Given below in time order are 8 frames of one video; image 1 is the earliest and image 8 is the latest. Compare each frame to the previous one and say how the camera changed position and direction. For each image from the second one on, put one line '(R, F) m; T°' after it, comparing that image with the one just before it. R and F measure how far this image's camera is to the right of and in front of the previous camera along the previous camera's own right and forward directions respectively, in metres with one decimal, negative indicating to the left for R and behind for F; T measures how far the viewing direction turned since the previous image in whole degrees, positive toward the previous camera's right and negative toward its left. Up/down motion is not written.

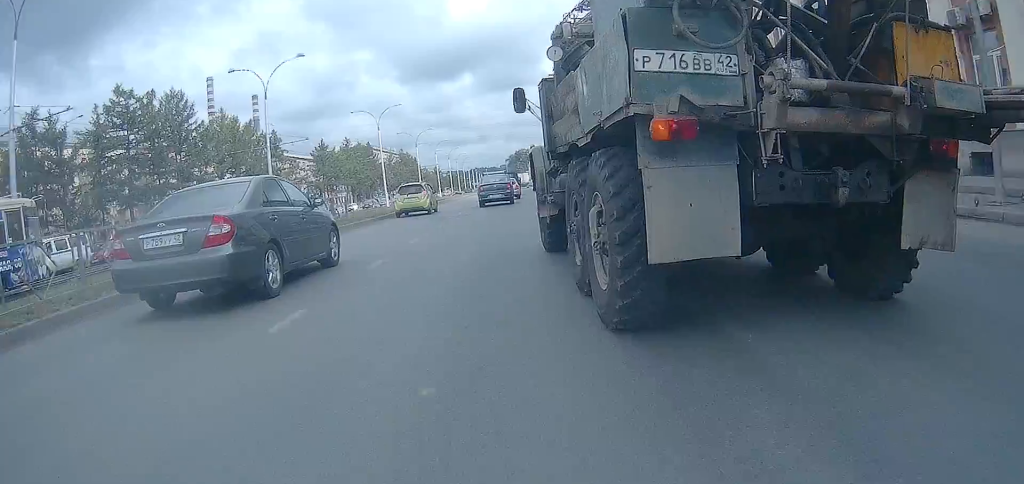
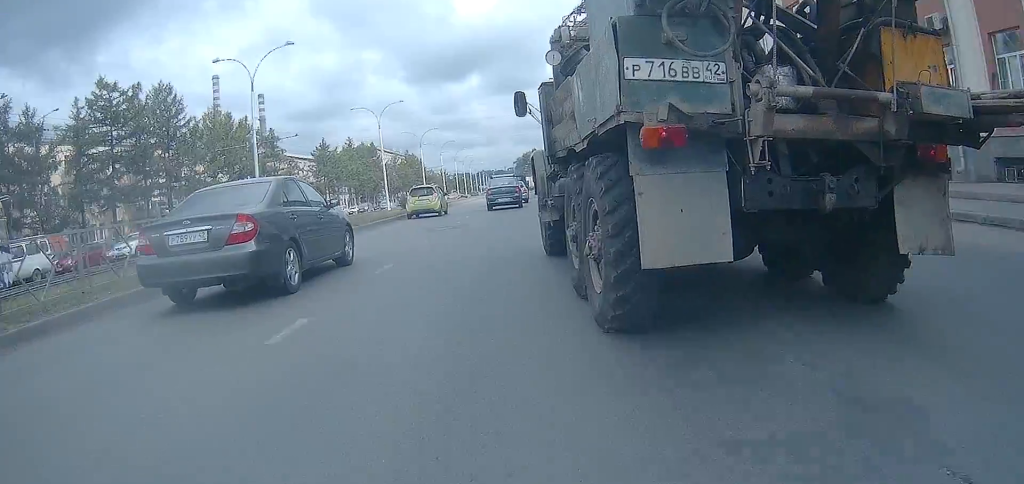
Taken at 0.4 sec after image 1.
(0.0, +4.4) m; -1°
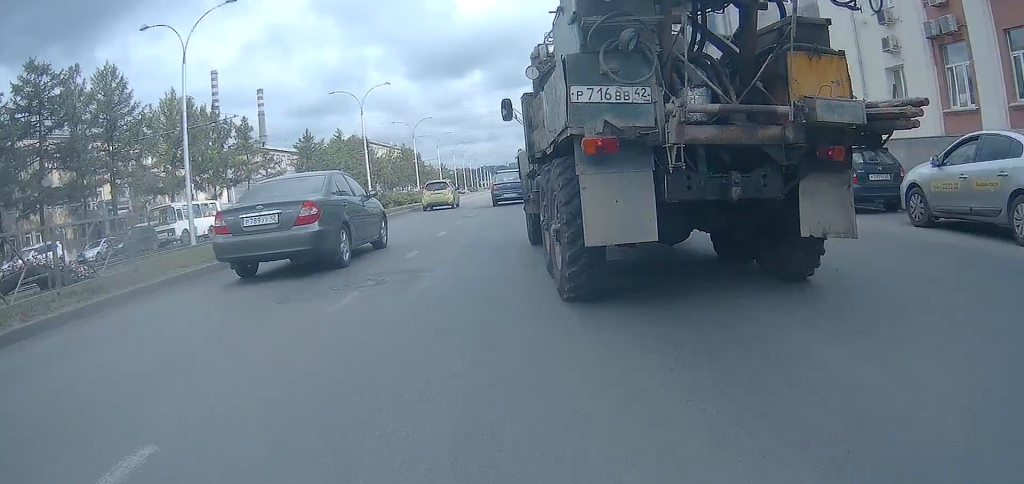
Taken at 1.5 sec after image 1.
(-0.3, +11.4) m; -3°
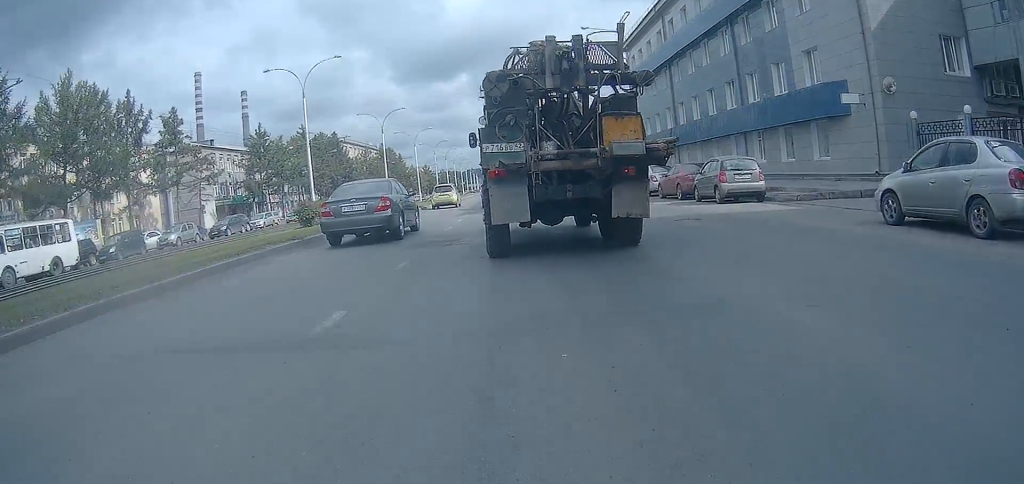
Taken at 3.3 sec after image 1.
(-0.2, +17.7) m; 0°
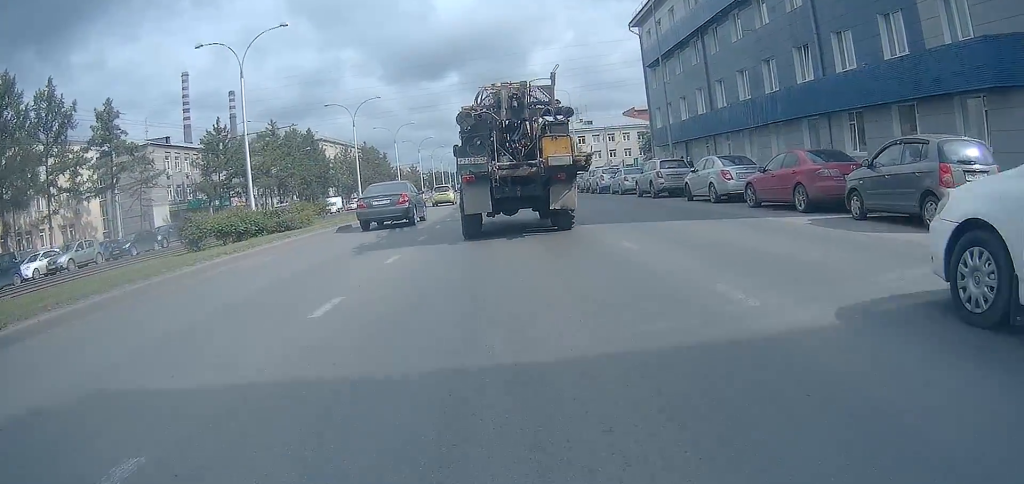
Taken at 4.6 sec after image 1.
(-0.1, +12.3) m; 0°
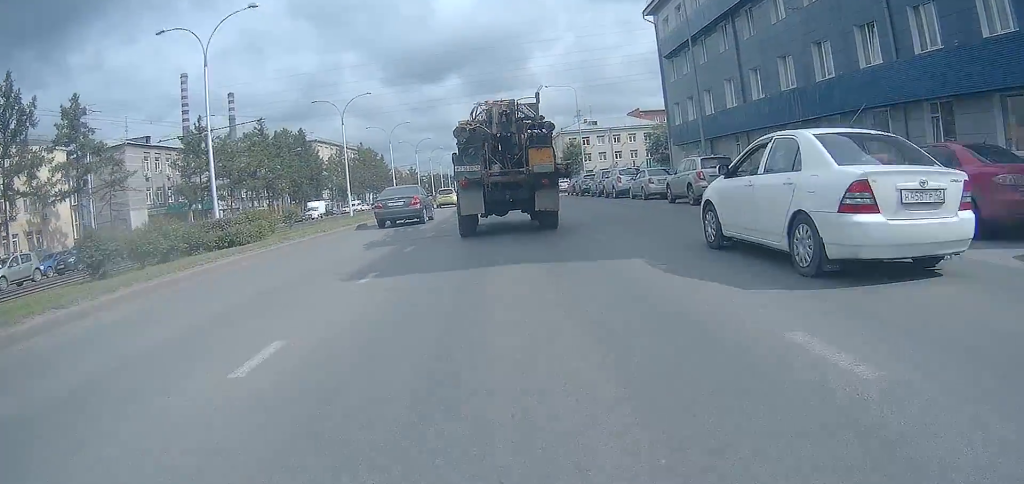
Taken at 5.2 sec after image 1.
(+0.1, +6.4) m; +1°
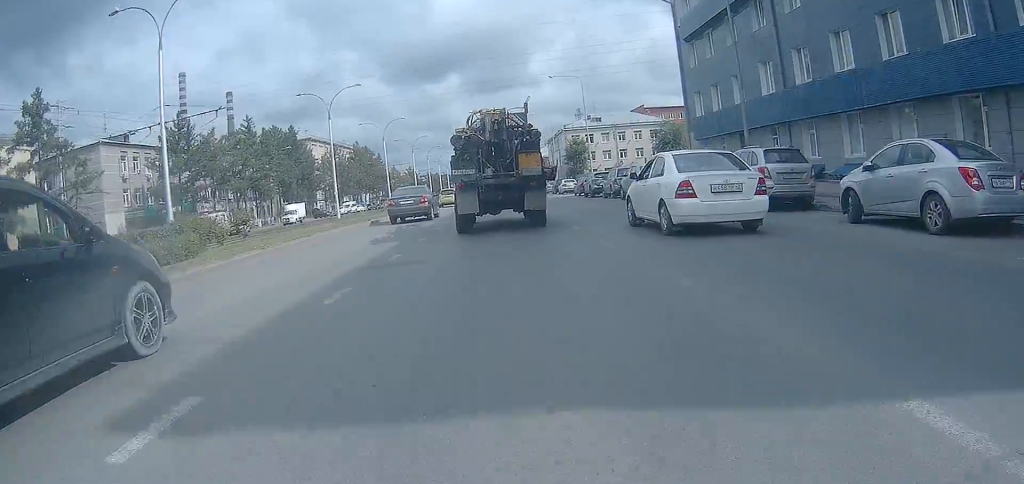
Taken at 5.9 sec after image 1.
(+0.1, +6.3) m; +1°
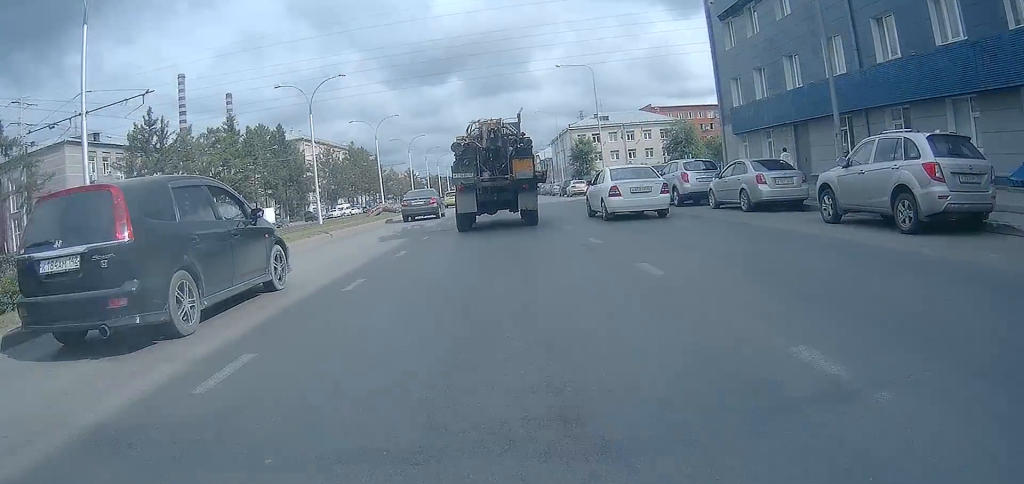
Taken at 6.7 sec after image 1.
(0.0, +8.3) m; 0°
